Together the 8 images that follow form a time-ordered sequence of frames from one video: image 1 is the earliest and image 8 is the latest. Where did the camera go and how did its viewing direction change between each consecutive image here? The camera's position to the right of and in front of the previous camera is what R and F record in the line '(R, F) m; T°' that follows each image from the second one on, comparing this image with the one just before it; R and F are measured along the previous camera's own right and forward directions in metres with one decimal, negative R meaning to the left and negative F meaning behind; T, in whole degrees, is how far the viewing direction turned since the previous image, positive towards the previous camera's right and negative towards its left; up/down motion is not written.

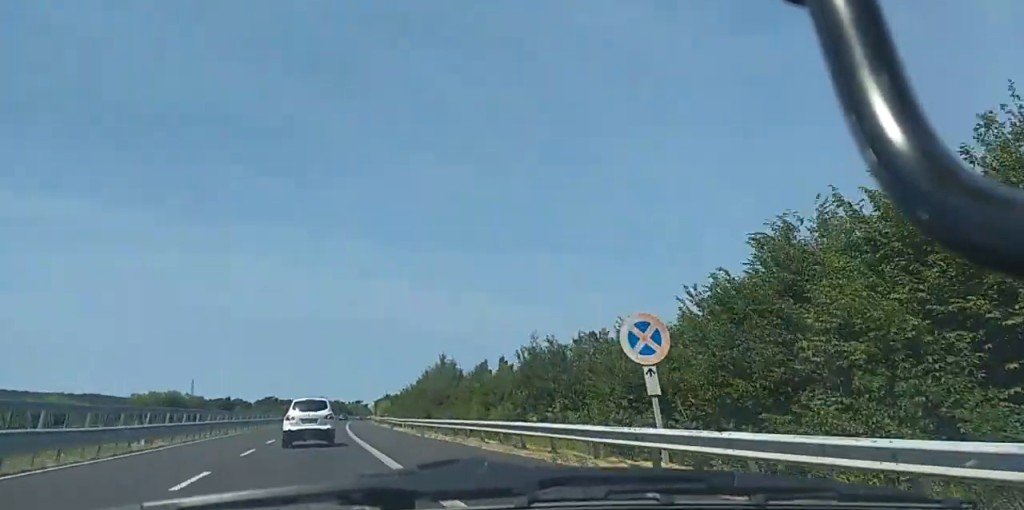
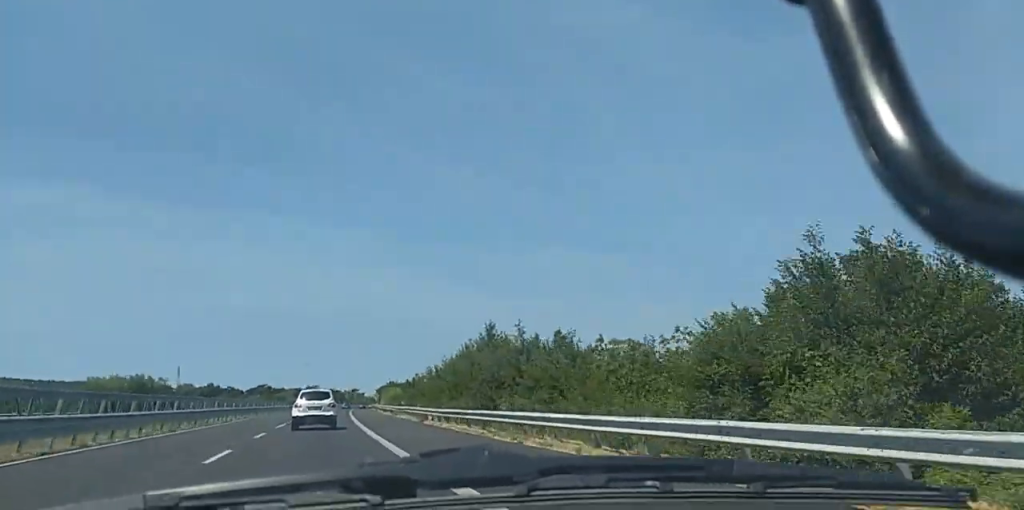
(+0.4, +20.5) m; 0°
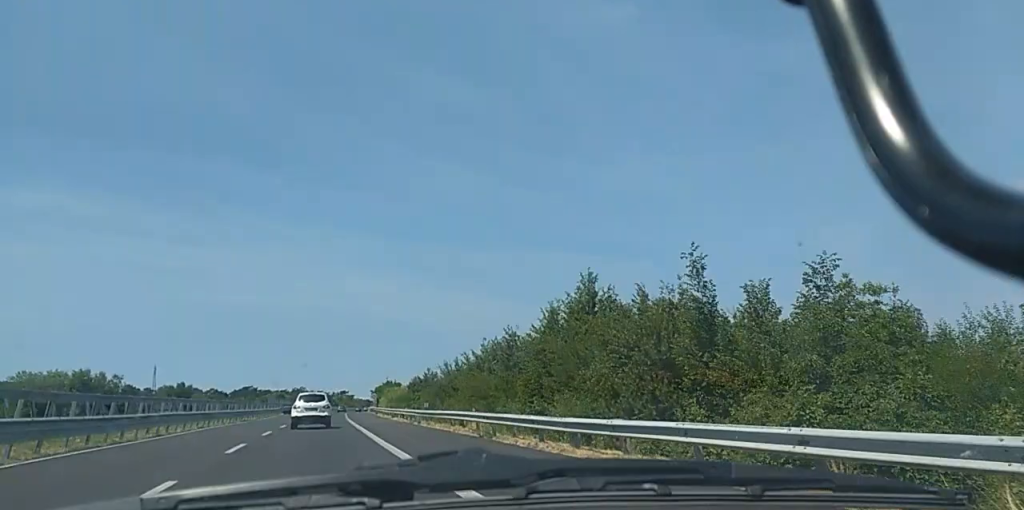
(0.0, +19.7) m; 0°
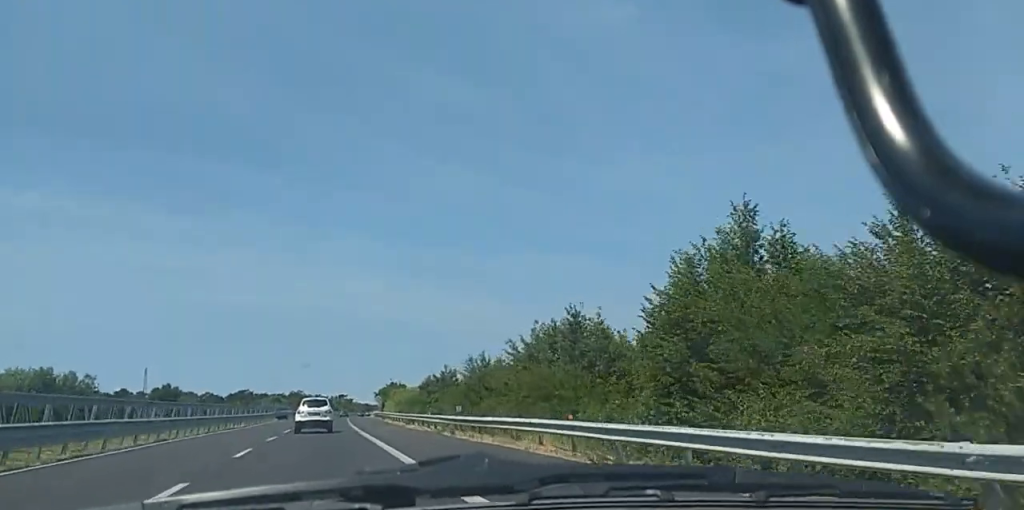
(-0.2, +11.3) m; 0°
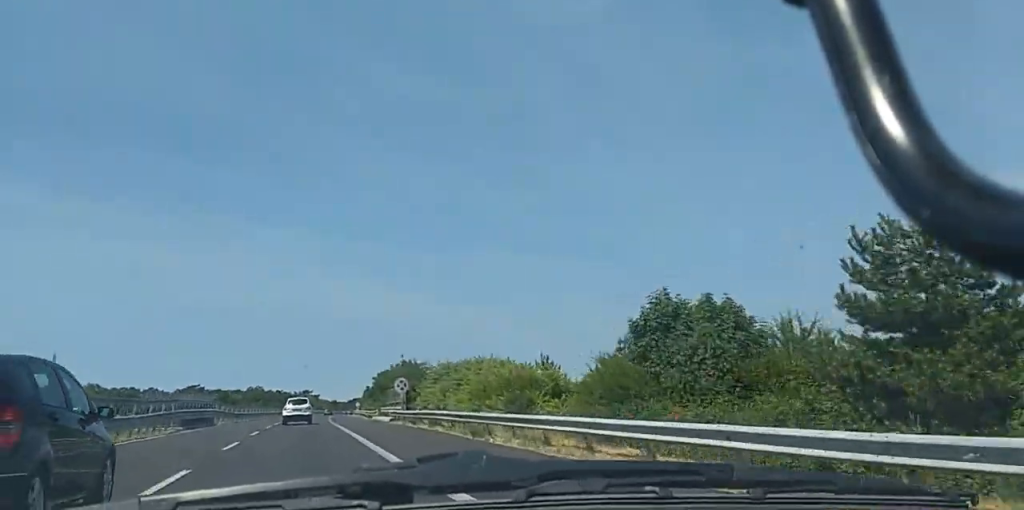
(+0.9, +56.4) m; +2°
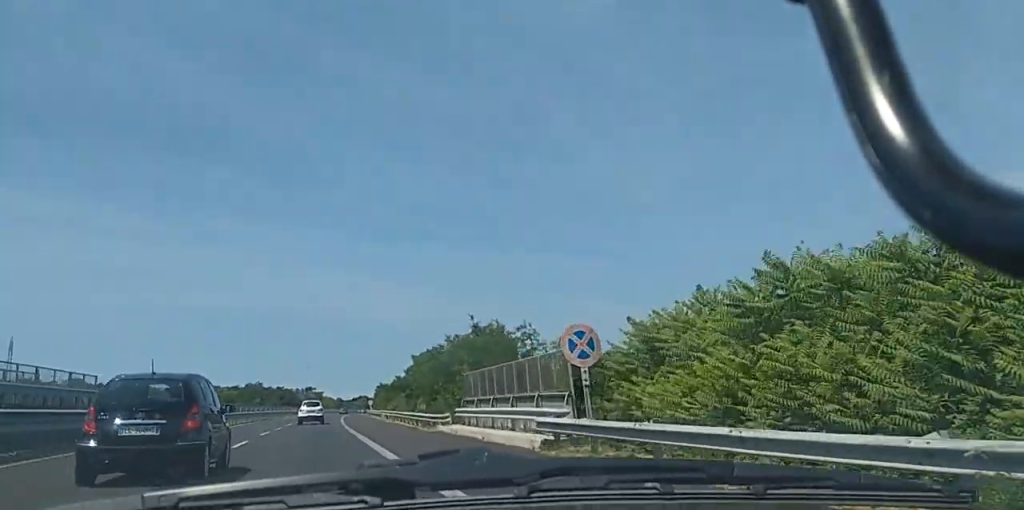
(+0.4, +34.6) m; +3°
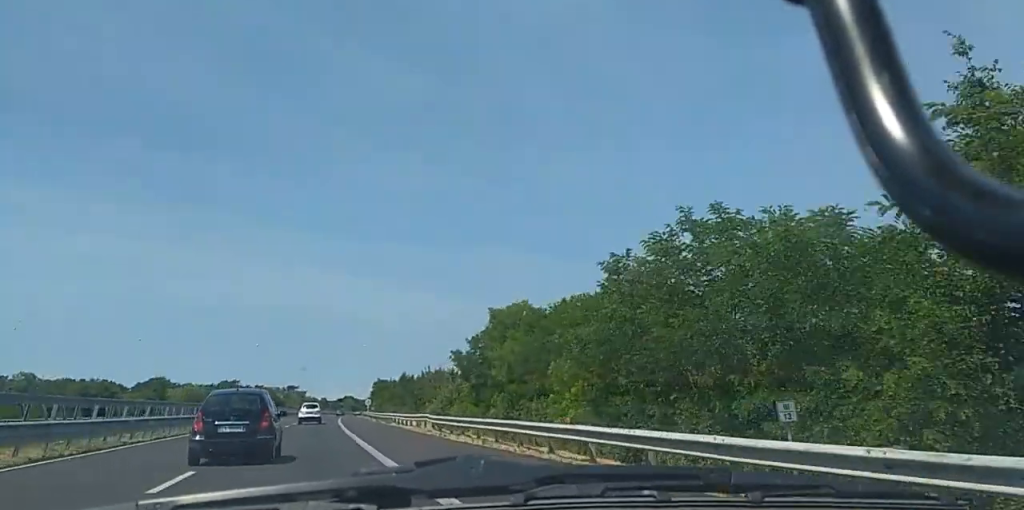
(+0.9, +36.3) m; +1°
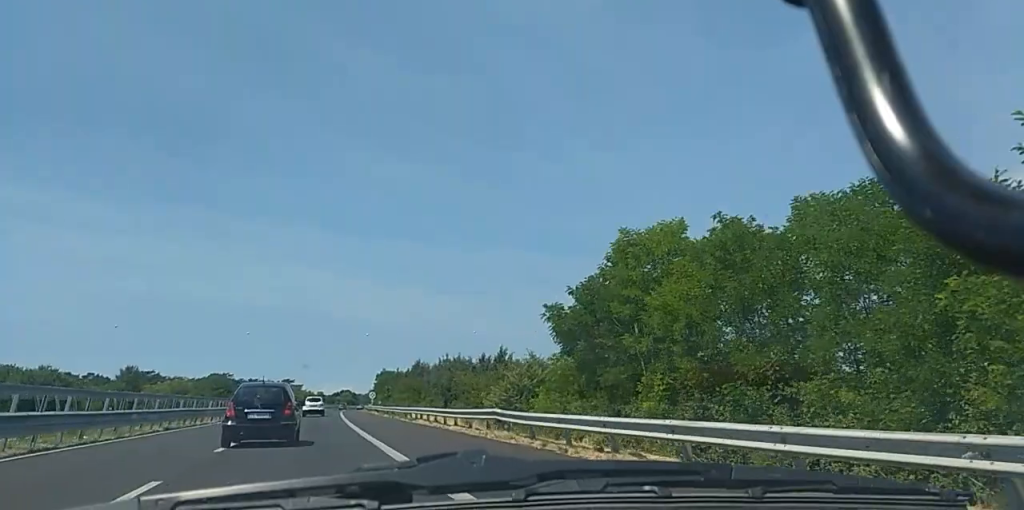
(-0.3, +15.3) m; 0°
